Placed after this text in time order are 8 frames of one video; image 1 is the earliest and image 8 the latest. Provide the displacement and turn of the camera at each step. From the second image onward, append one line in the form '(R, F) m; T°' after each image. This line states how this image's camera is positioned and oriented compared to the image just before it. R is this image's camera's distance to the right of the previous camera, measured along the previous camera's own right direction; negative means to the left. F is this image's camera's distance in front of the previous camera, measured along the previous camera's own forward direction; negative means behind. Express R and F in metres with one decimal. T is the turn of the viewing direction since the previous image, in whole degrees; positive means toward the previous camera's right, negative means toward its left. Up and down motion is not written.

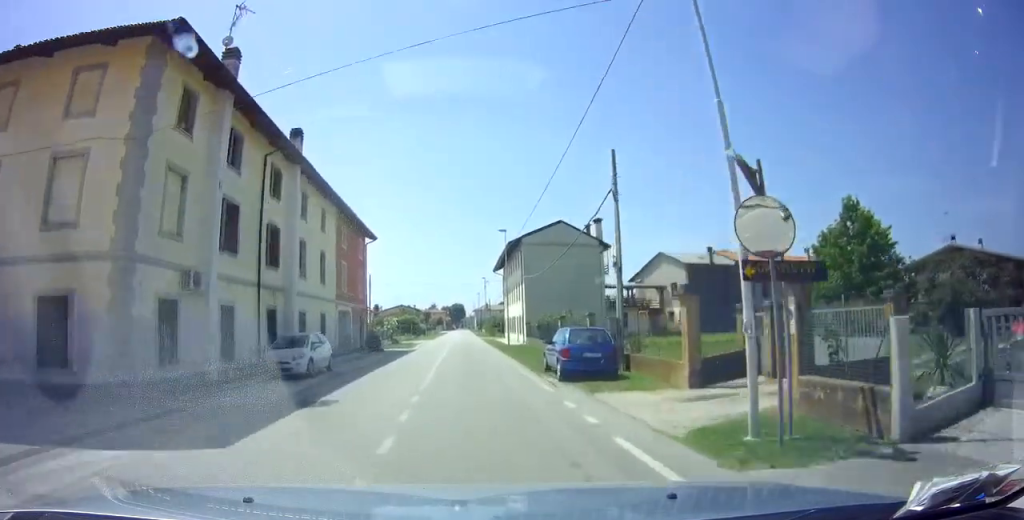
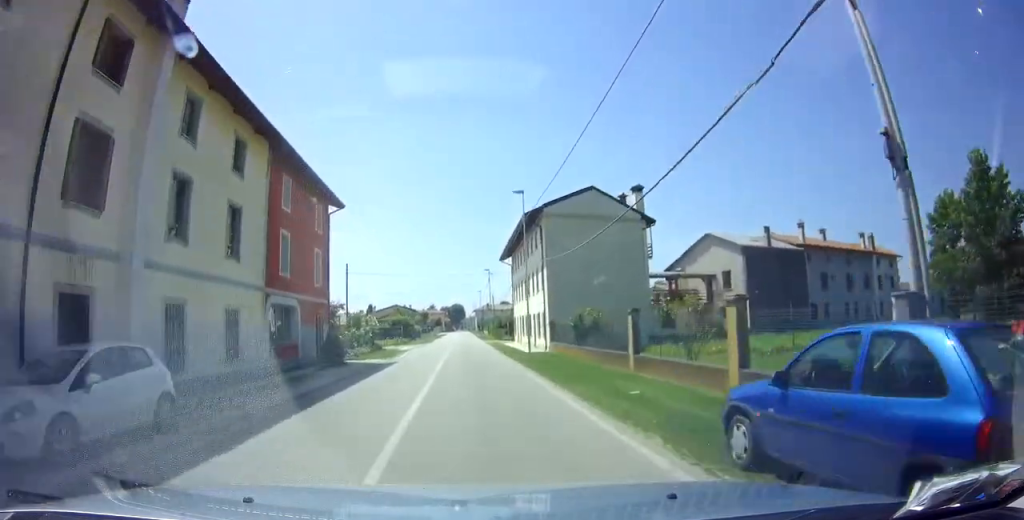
(-0.1, +11.3) m; +1°
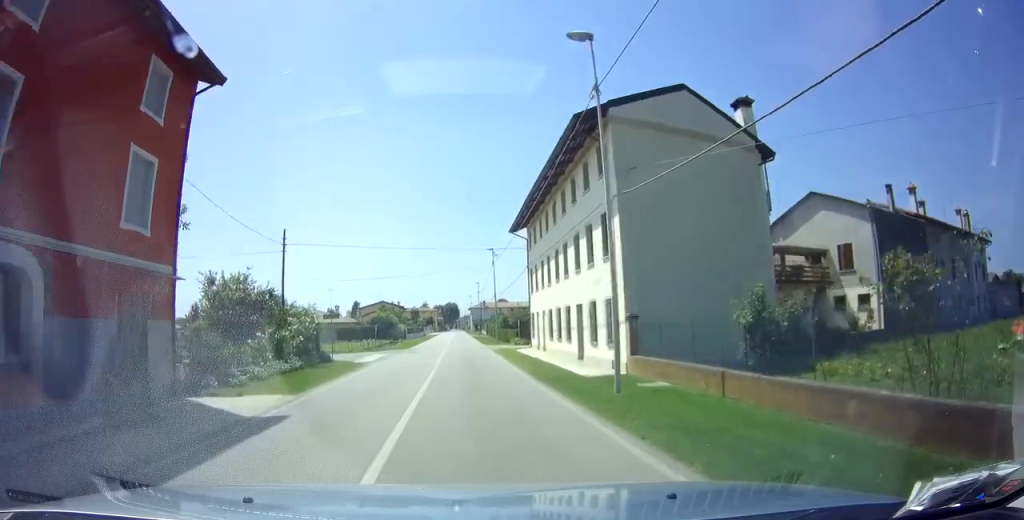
(+0.4, +15.6) m; +1°
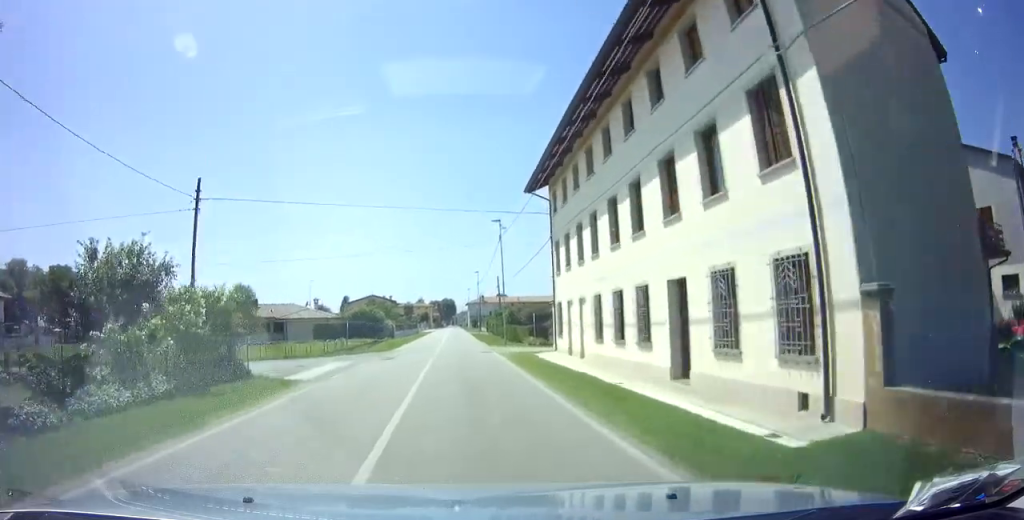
(0.0, +10.5) m; -1°
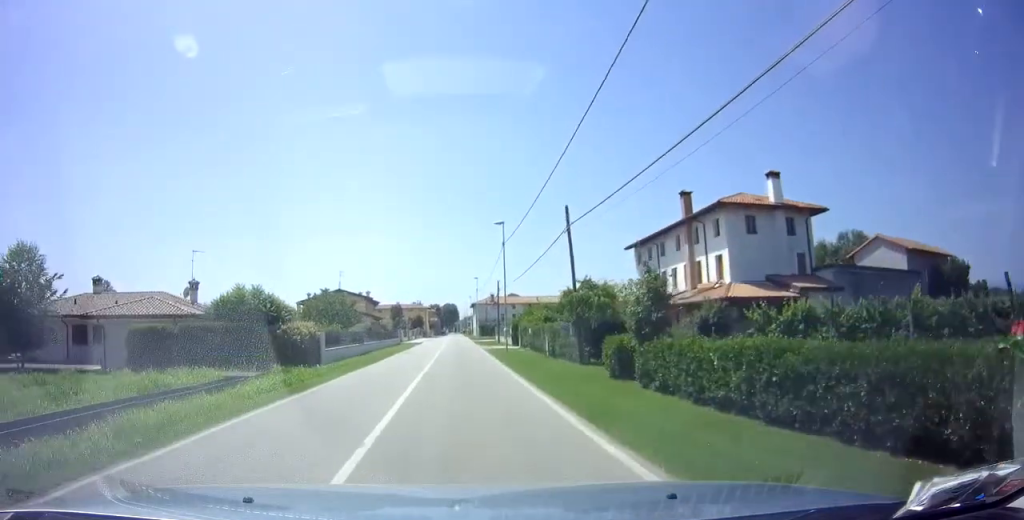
(-0.1, +35.5) m; 0°
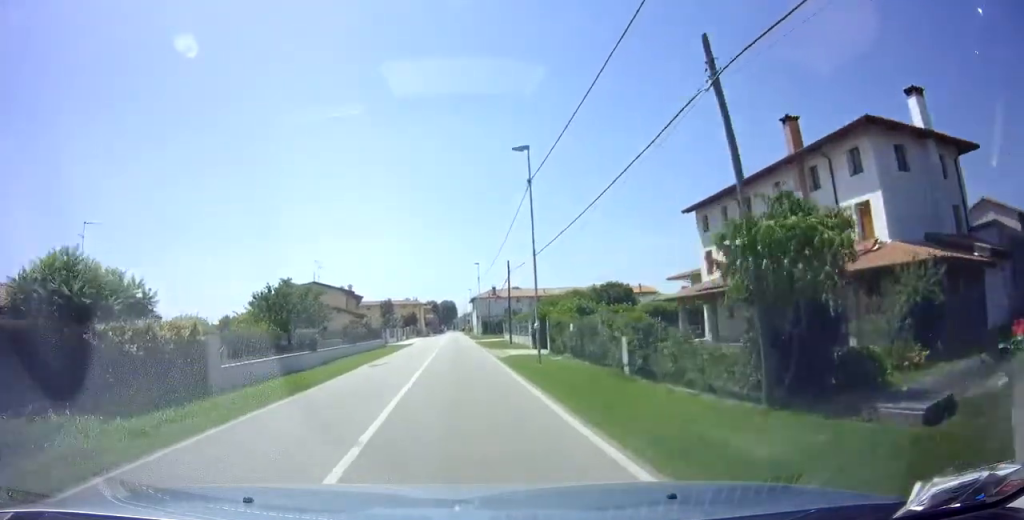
(0.0, +13.5) m; +1°
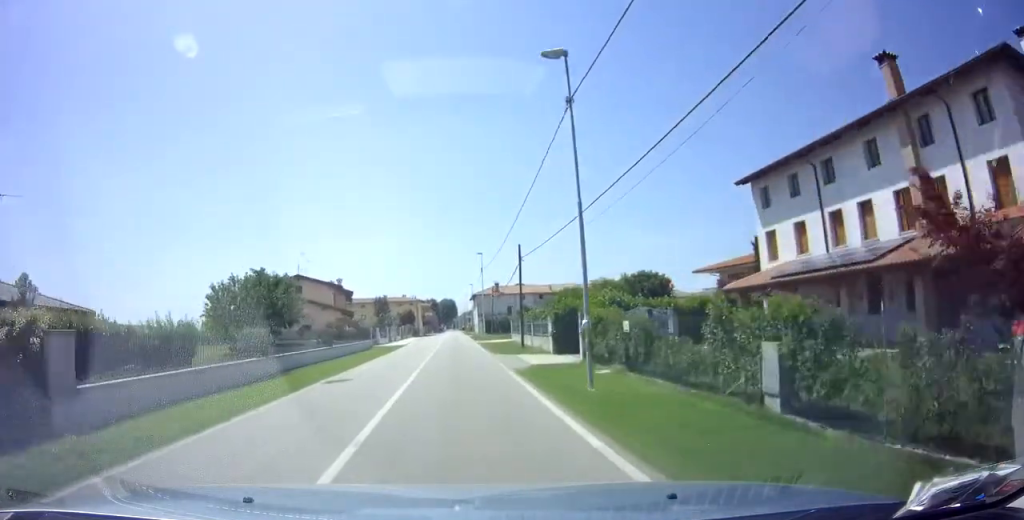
(+0.1, +7.2) m; +1°
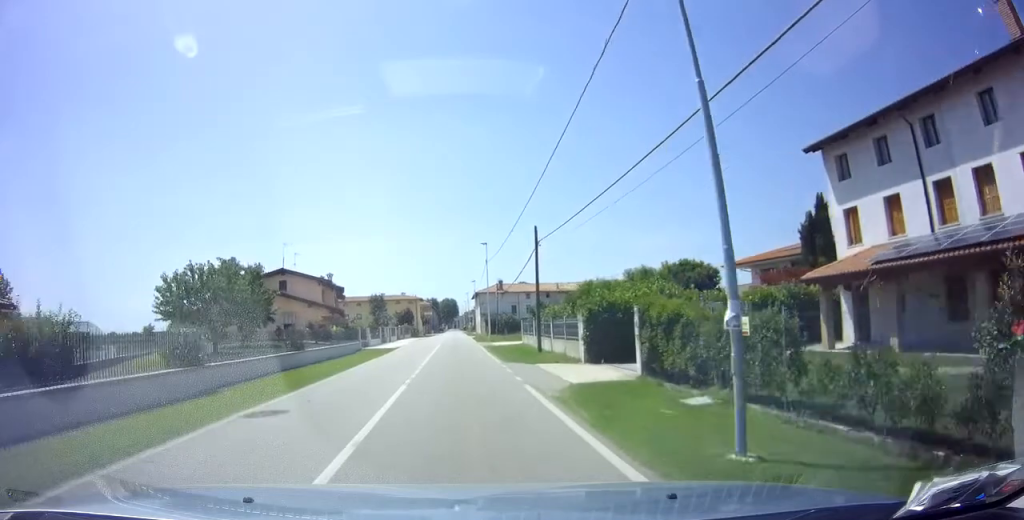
(0.0, +6.7) m; -1°
